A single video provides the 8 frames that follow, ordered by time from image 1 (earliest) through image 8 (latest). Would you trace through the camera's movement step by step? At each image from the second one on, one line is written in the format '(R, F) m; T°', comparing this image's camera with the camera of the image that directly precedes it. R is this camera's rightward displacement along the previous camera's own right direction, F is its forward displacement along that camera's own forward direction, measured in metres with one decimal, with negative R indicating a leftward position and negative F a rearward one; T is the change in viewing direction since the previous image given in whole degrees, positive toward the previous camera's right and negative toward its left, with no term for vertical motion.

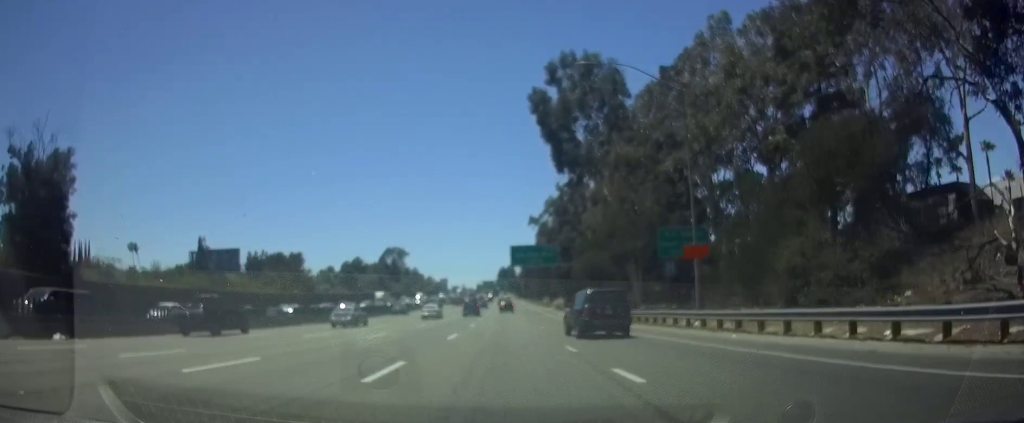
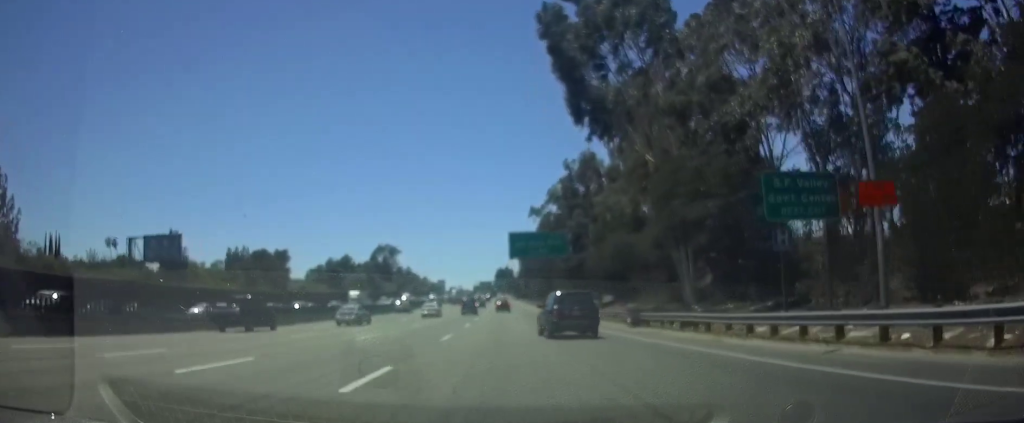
(+0.1, +15.9) m; 0°
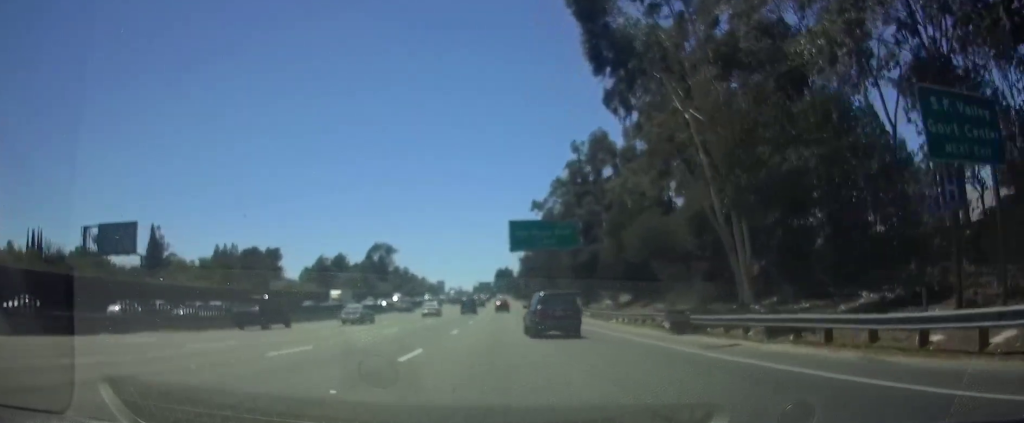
(0.0, +9.5) m; 0°
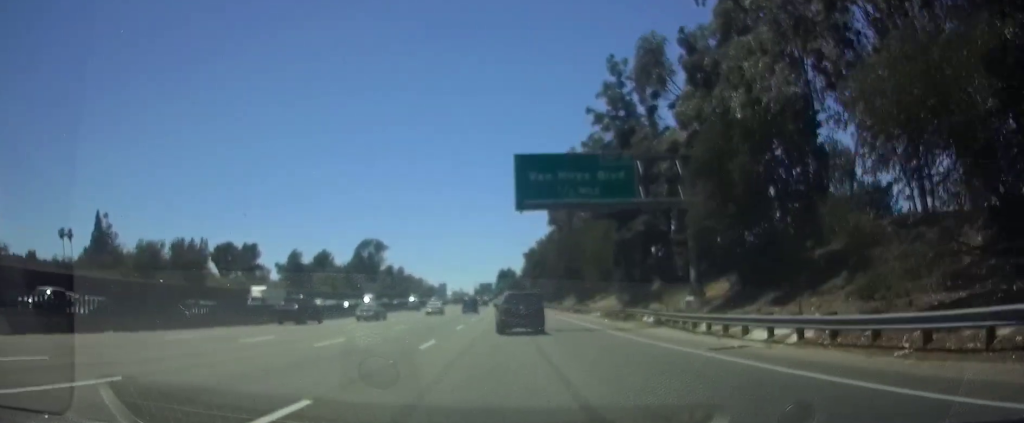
(-0.2, +24.8) m; 0°
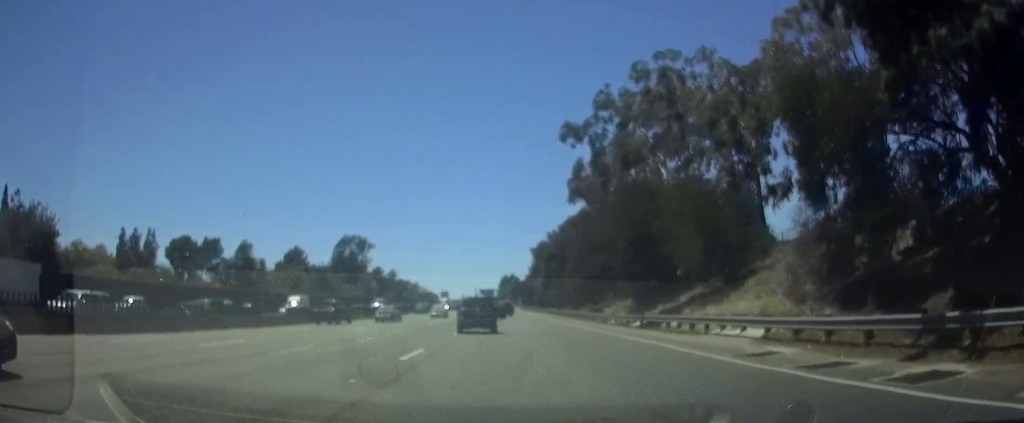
(0.0, +33.4) m; 0°
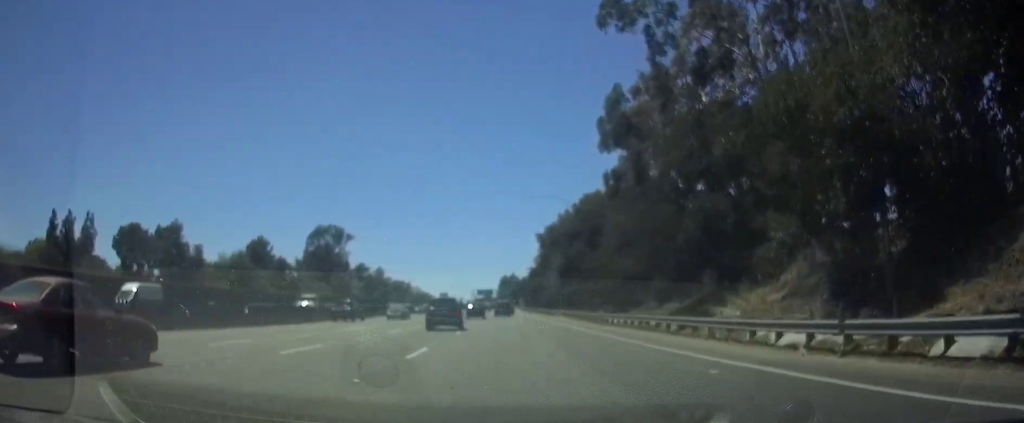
(+0.2, +28.7) m; 0°
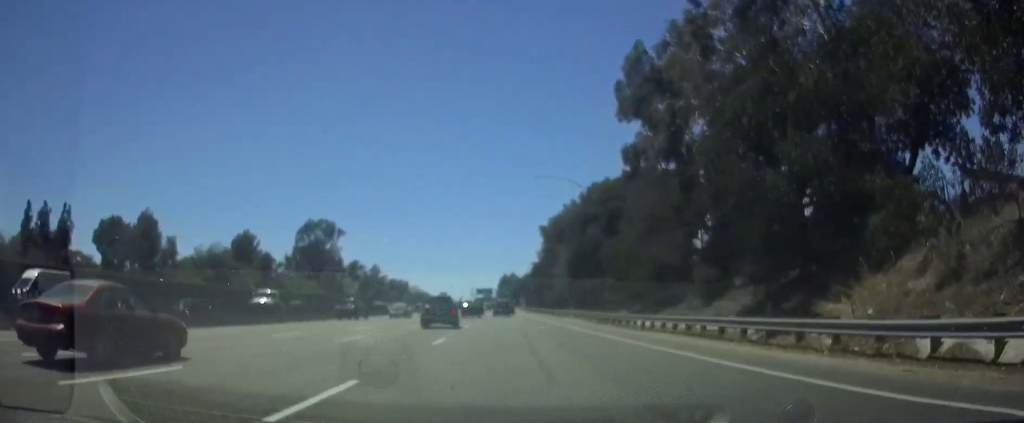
(0.0, +9.1) m; 0°
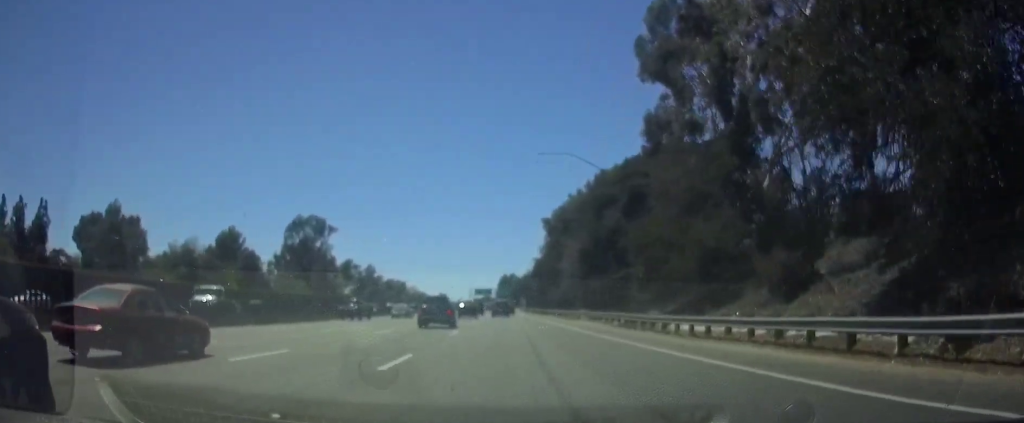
(-0.1, +8.4) m; 0°
